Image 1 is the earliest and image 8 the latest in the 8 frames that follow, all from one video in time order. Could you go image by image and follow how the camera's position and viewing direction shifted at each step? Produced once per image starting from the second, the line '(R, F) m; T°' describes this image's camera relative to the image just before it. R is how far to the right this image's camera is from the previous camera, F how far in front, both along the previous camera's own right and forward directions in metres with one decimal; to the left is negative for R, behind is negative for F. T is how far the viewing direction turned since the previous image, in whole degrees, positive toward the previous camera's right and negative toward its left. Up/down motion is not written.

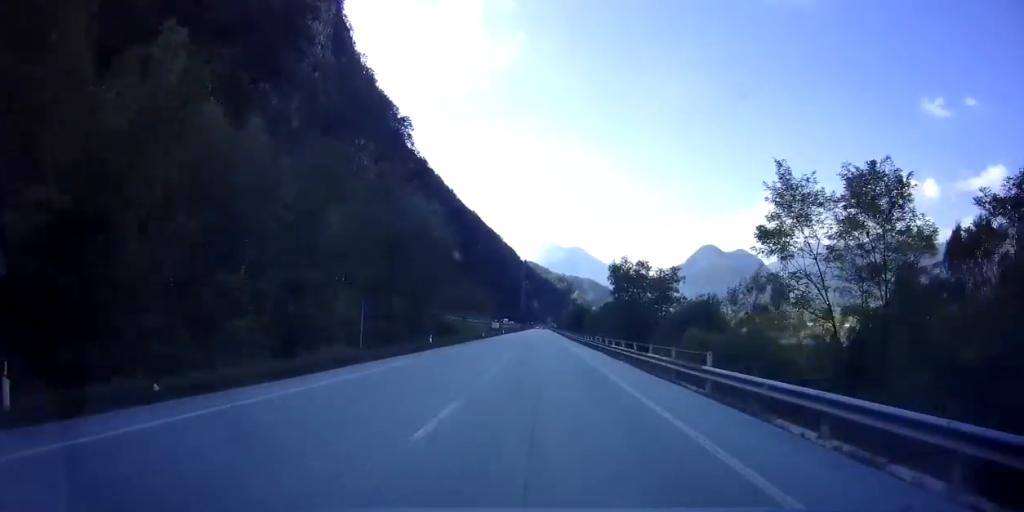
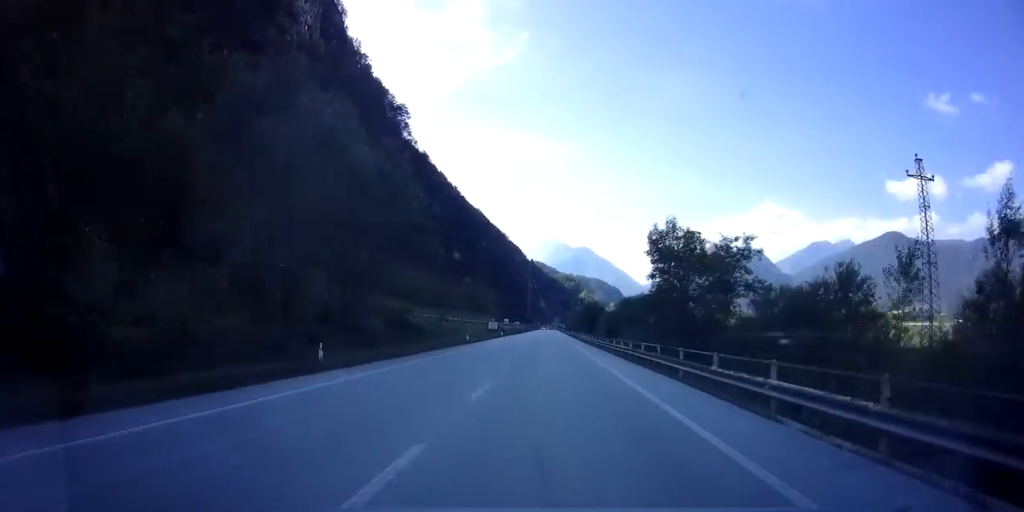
(-0.3, +19.2) m; -1°
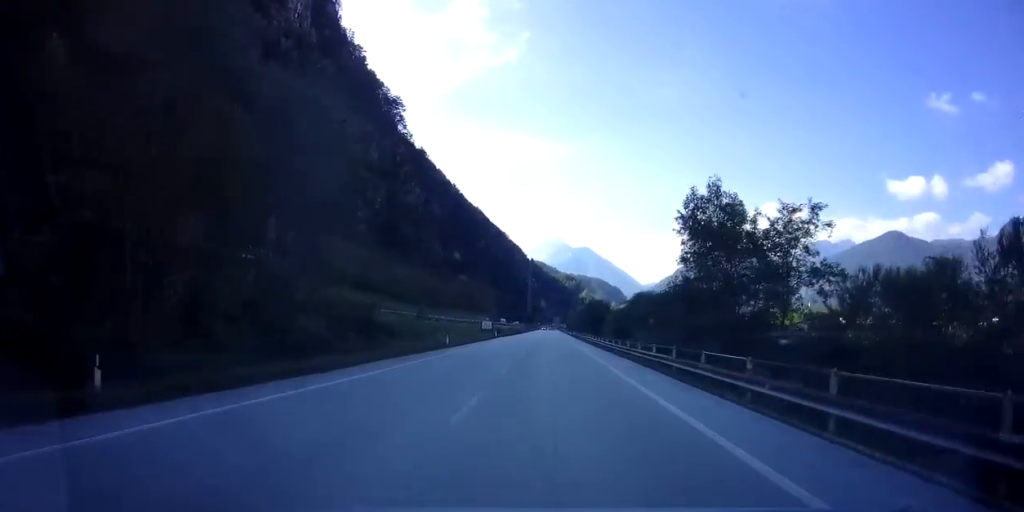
(-0.2, +9.7) m; 0°
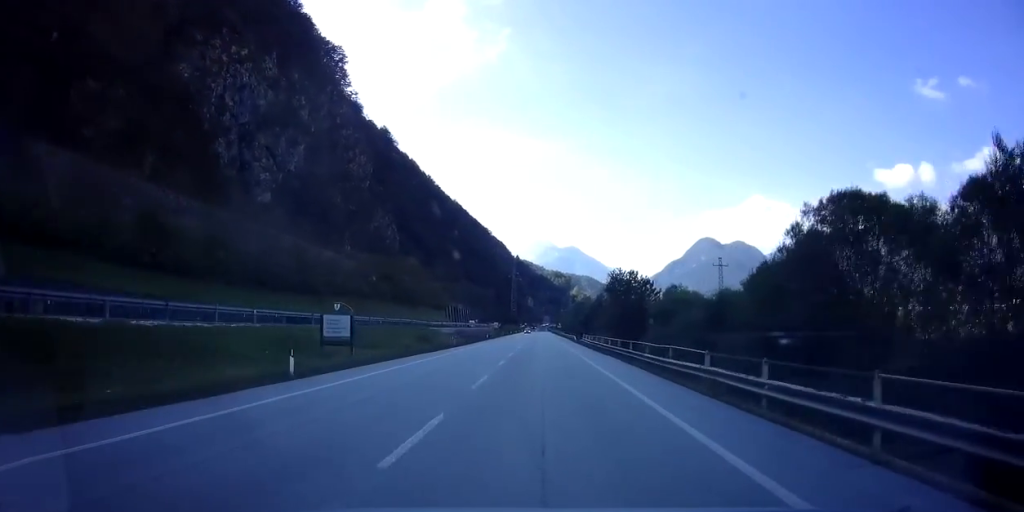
(+0.6, +54.4) m; 0°
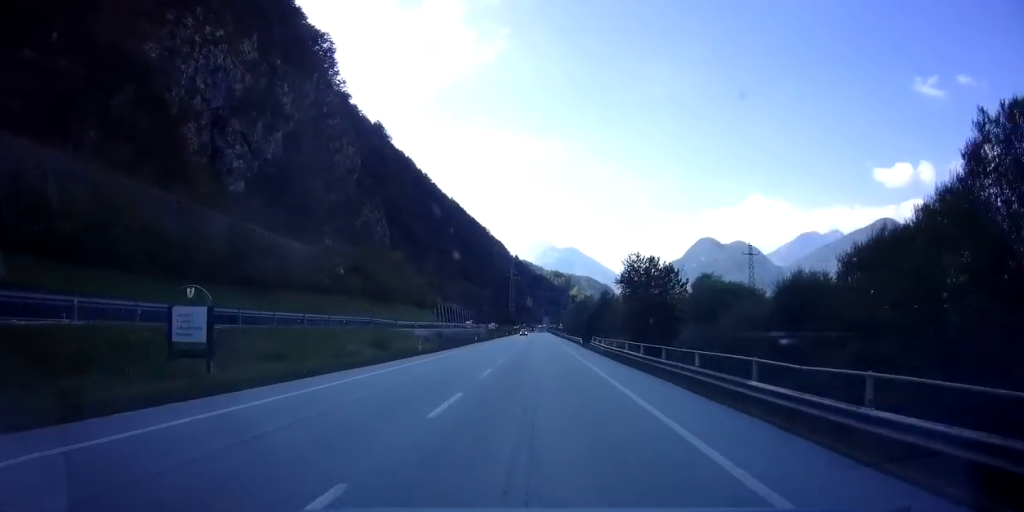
(-0.1, +12.2) m; 0°
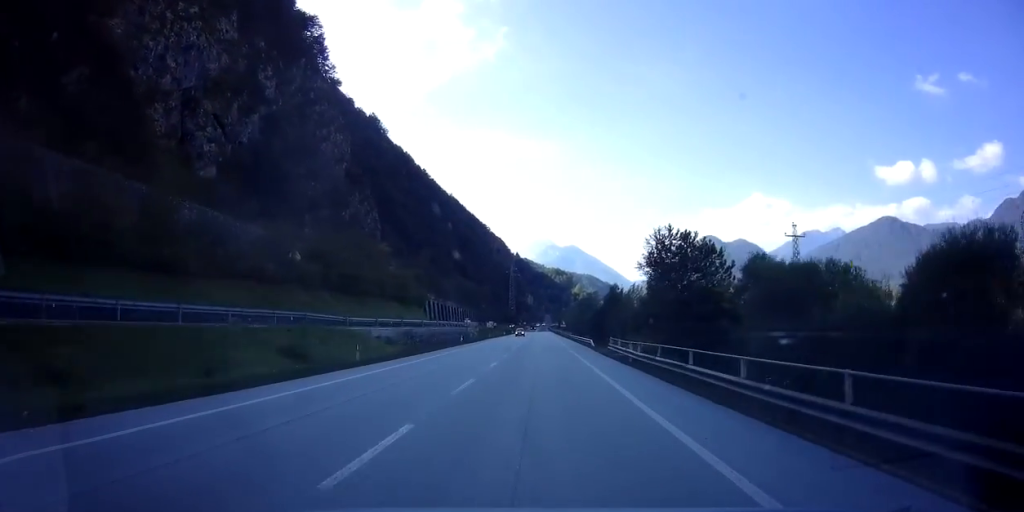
(+0.2, +11.4) m; +1°
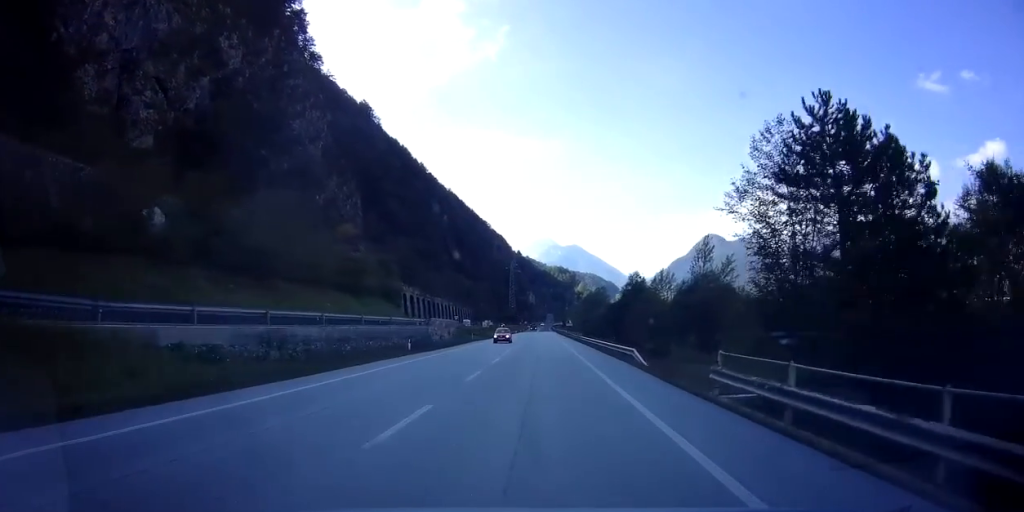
(+0.1, +20.1) m; 0°
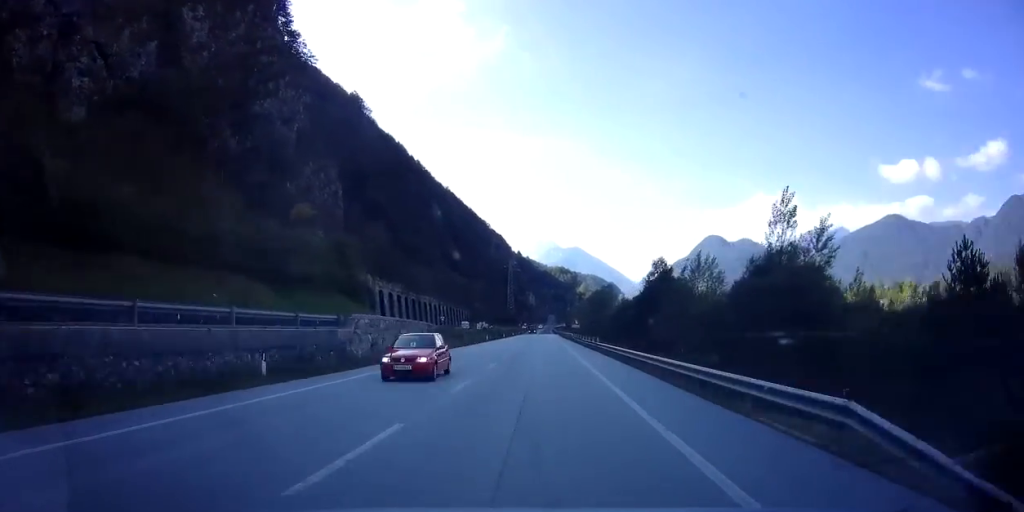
(-0.1, +16.6) m; 0°
